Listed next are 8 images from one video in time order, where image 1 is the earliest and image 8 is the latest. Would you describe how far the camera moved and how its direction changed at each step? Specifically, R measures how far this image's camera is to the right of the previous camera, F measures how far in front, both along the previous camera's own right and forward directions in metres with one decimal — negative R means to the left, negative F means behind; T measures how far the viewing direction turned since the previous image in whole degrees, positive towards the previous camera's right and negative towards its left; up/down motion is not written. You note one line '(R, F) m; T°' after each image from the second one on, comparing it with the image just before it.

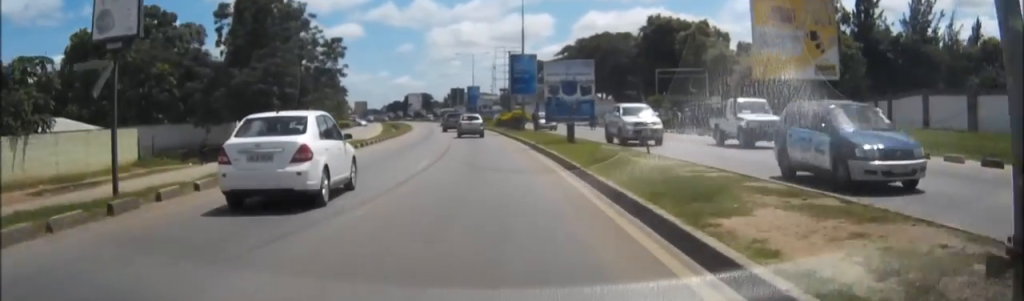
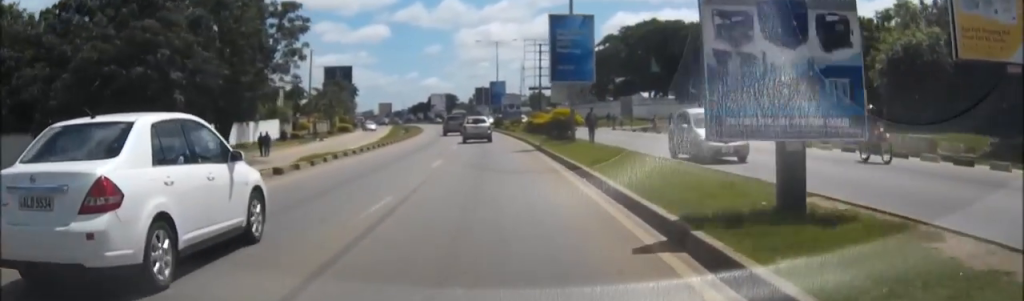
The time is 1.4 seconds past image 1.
(-0.3, +21.1) m; -2°
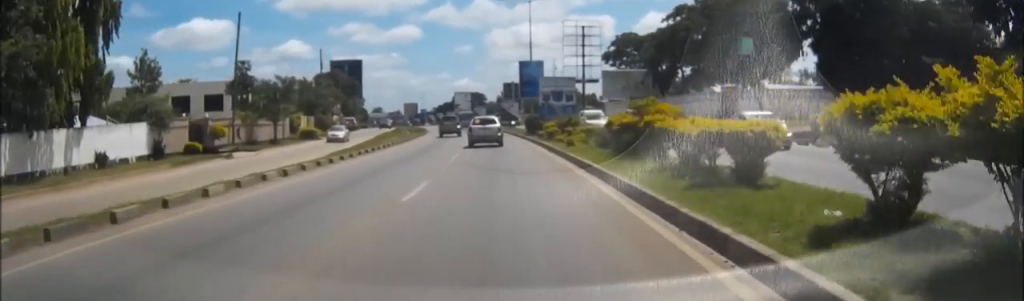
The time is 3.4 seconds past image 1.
(-1.3, +32.4) m; -3°
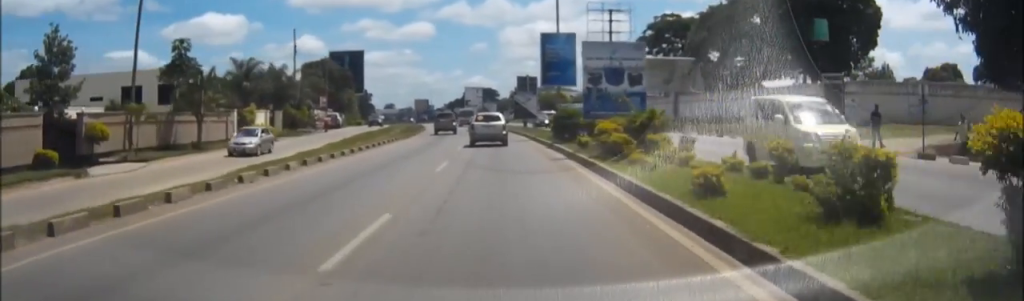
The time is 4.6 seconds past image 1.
(0.0, +17.9) m; 0°
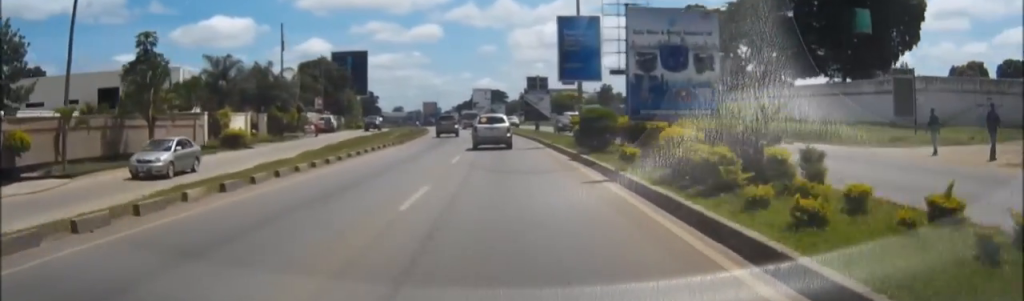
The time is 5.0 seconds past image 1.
(0.0, +7.4) m; -1°
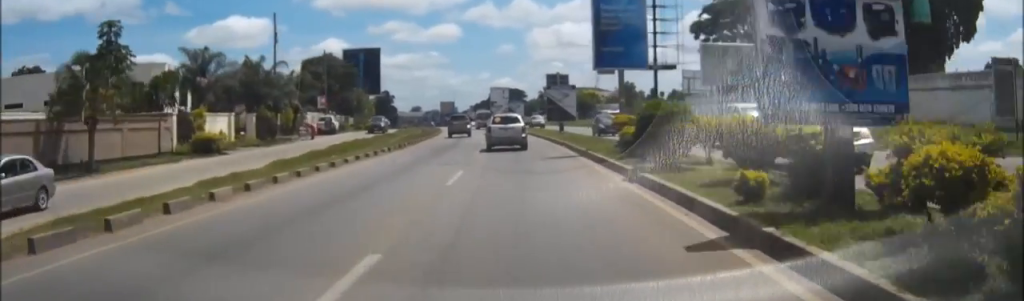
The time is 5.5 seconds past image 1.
(+0.1, +7.4) m; -1°
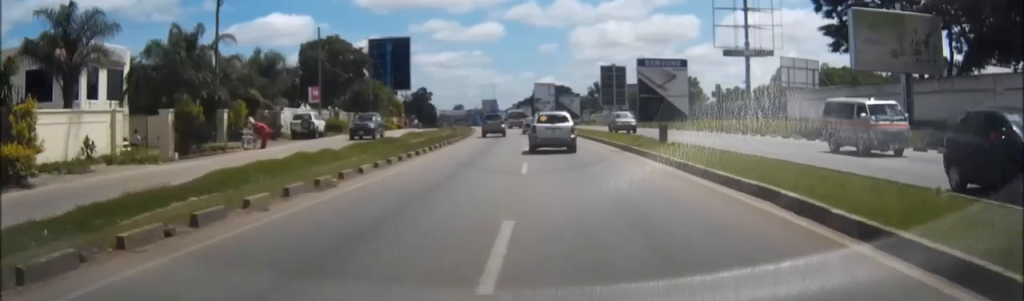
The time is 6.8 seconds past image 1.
(-0.8, +21.5) m; -5°
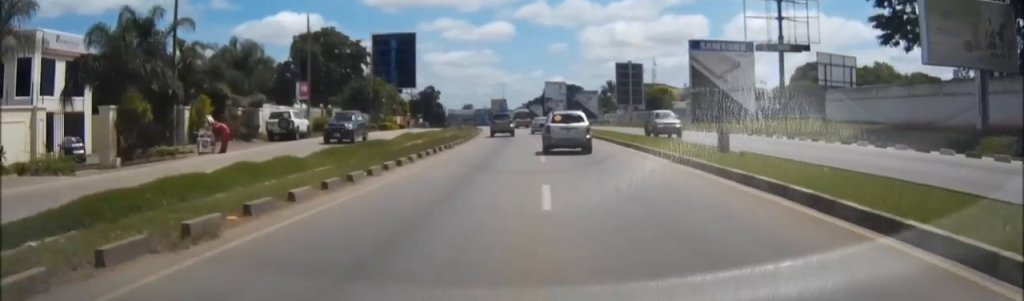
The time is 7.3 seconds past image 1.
(-0.2, +7.2) m; -1°
